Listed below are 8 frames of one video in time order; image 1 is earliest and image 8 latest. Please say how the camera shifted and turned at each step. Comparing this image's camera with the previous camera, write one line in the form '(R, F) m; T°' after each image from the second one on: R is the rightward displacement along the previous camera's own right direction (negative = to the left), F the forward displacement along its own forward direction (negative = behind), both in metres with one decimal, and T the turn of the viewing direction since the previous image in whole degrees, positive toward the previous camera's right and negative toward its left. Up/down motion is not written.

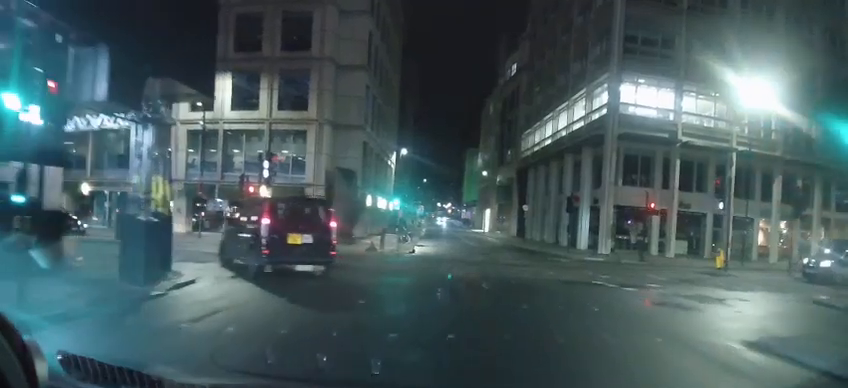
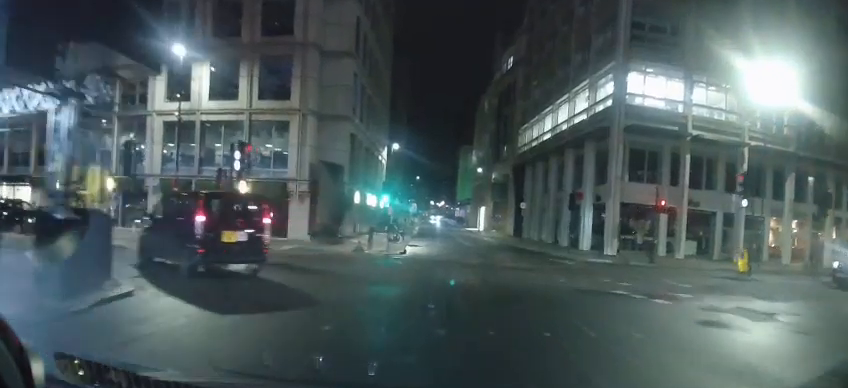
(0.0, +2.7) m; +1°
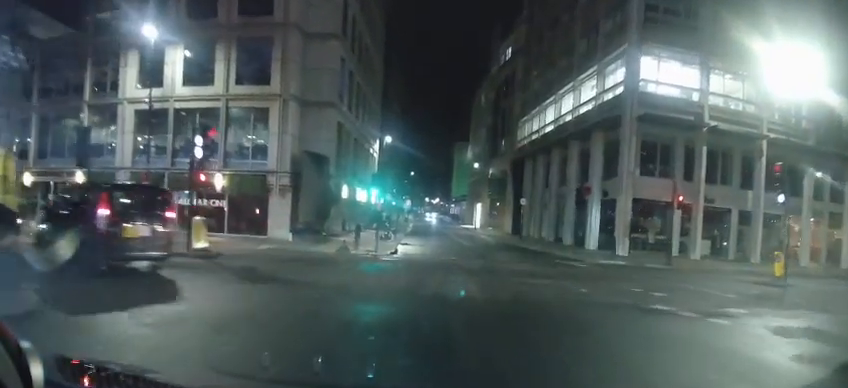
(+0.2, +3.0) m; +2°
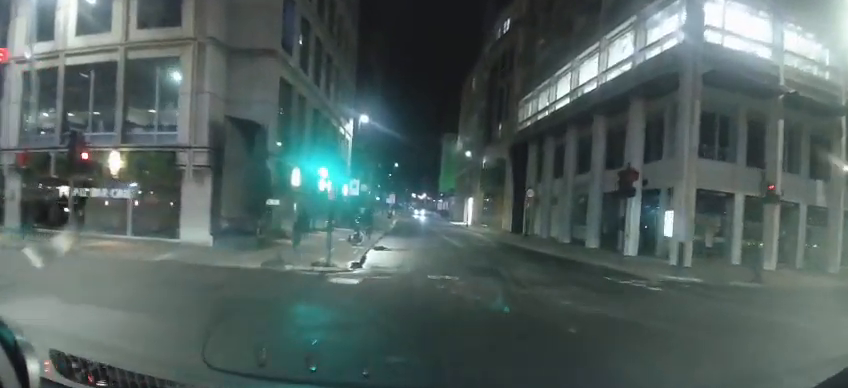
(+0.1, +8.5) m; +1°
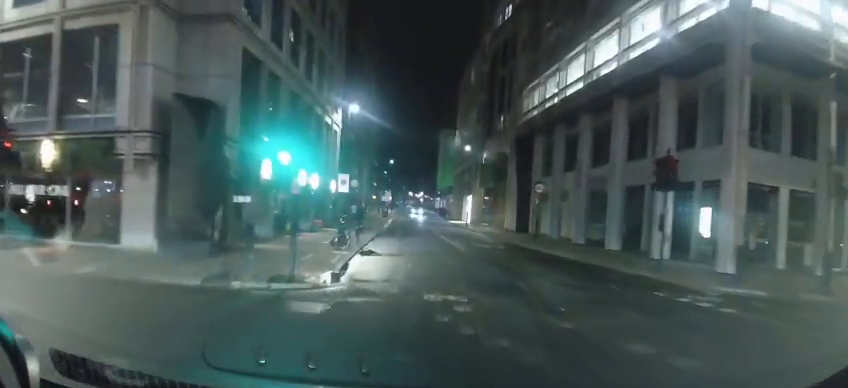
(0.0, +3.6) m; 0°
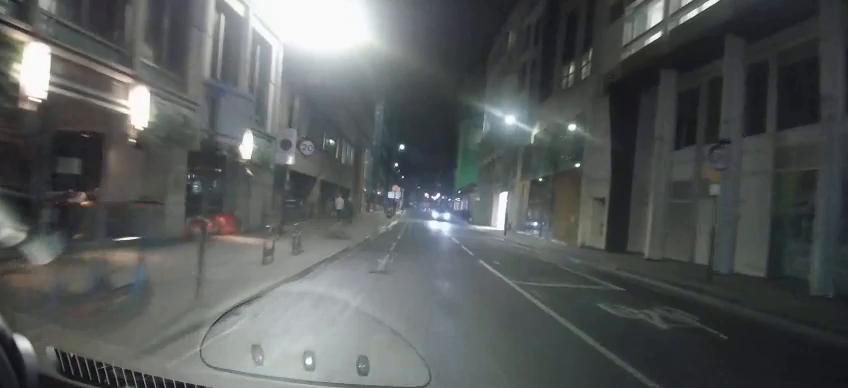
(0.0, +18.2) m; +1°
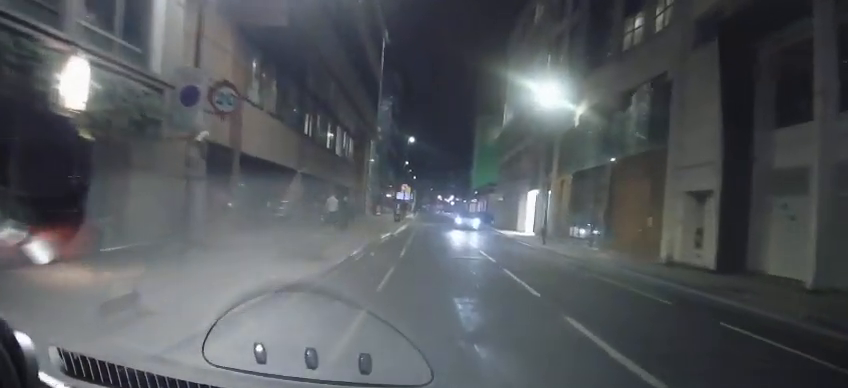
(0.0, +8.6) m; 0°
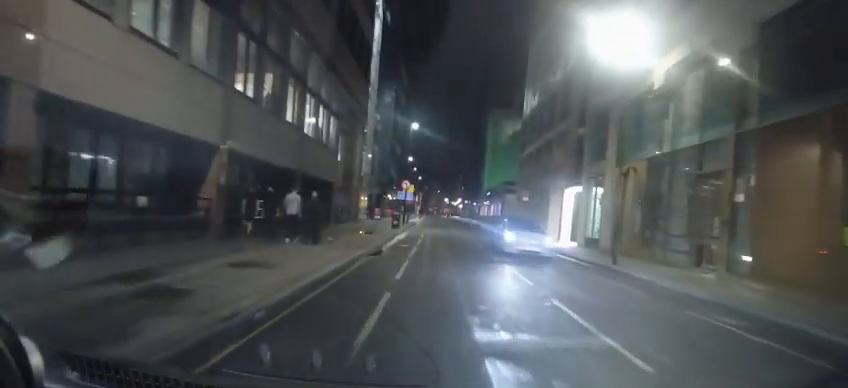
(+0.1, +10.6) m; +2°
